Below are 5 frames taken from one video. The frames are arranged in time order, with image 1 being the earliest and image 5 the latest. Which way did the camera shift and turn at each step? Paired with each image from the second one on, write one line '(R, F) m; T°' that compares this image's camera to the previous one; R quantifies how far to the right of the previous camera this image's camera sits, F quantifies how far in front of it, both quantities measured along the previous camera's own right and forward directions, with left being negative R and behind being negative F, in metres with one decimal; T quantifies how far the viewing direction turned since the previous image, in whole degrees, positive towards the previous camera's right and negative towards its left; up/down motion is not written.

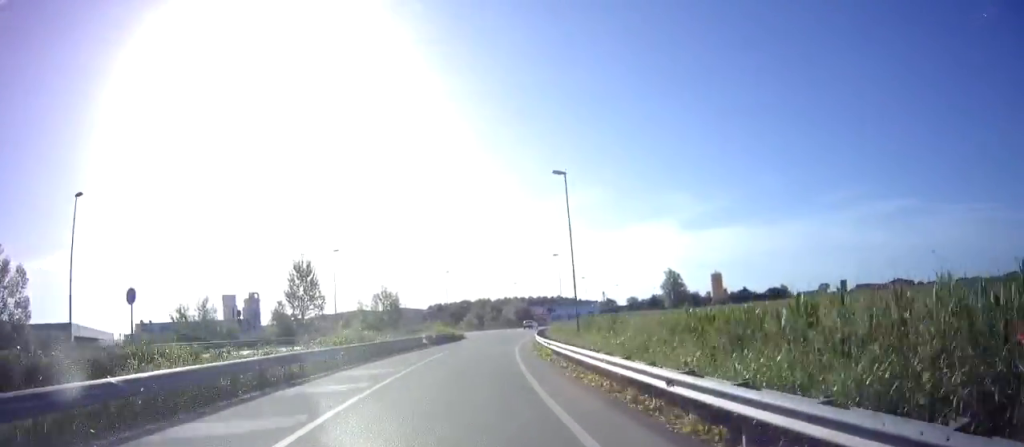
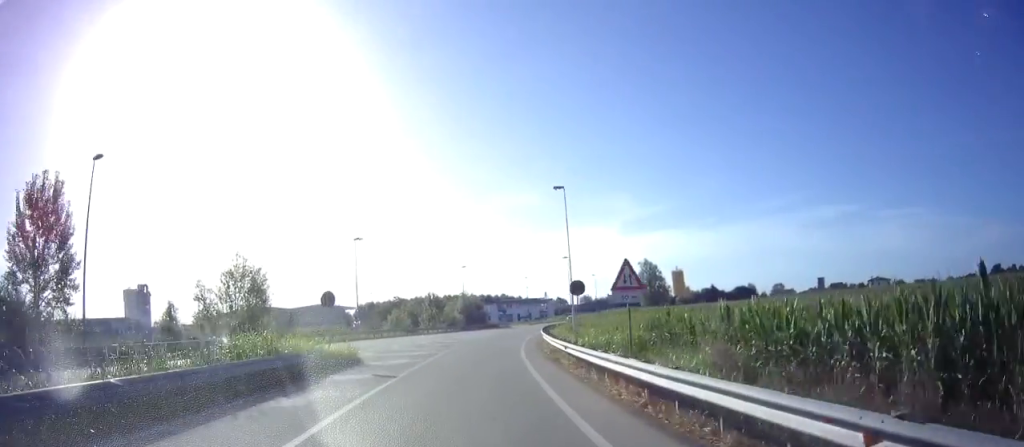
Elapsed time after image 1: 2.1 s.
(+1.2, +31.3) m; +6°
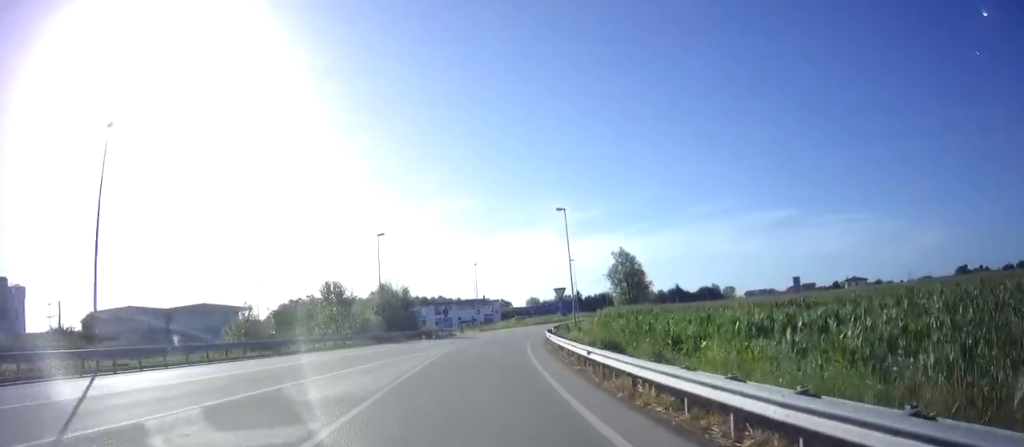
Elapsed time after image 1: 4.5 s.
(+2.3, +30.0) m; +7°
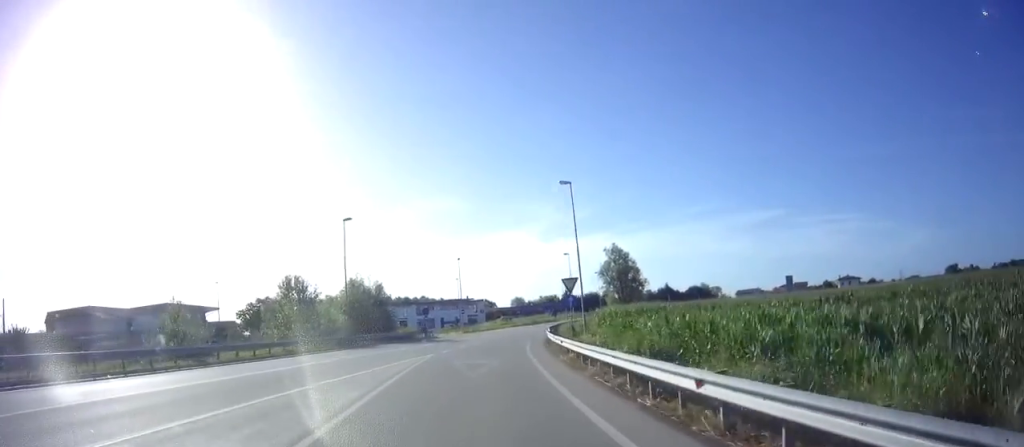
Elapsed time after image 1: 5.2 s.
(0.0, +7.2) m; +2°
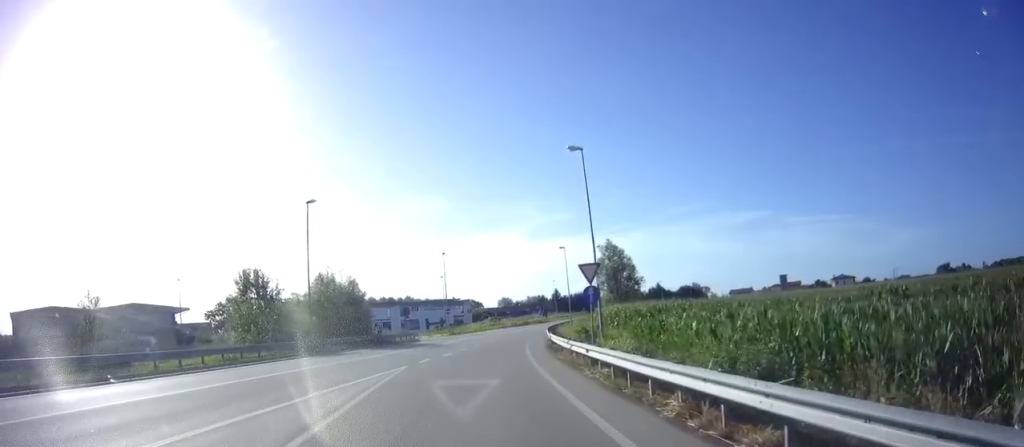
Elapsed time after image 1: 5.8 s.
(+0.2, +6.1) m; +2°
